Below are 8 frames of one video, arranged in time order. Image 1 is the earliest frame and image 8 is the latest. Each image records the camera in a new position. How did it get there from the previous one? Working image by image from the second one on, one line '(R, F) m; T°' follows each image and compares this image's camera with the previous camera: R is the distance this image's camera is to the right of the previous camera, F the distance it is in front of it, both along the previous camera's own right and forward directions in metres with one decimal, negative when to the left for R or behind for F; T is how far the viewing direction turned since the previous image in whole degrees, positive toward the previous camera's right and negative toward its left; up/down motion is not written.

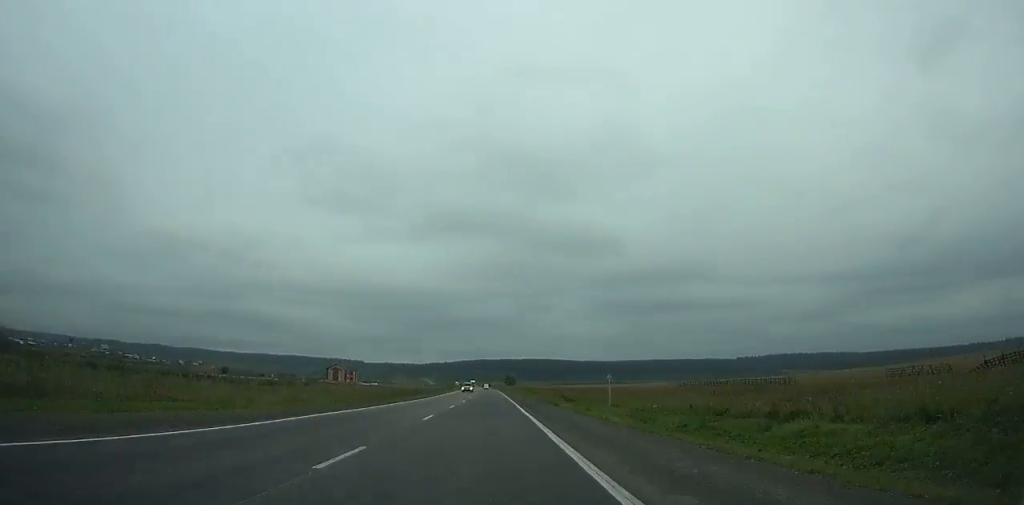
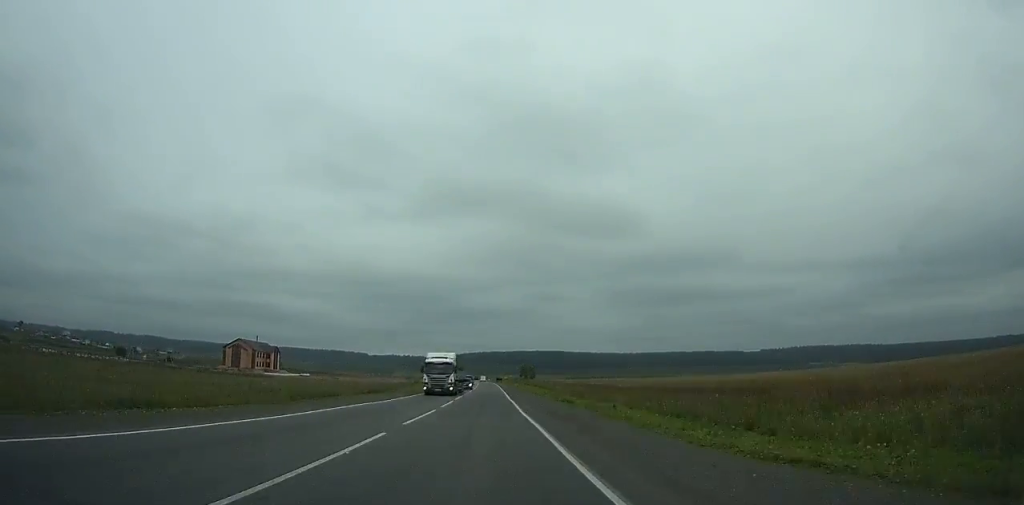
(-0.6, +160.8) m; -1°
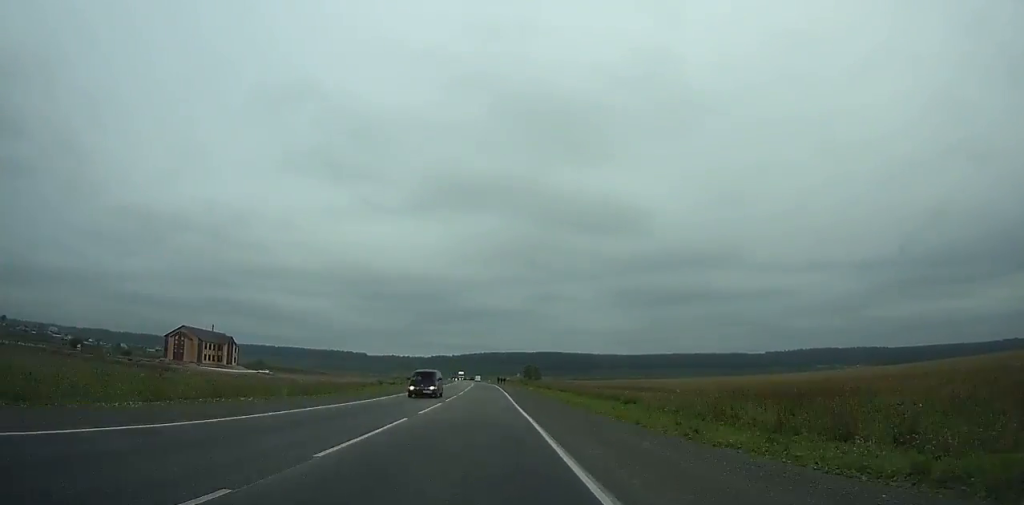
(-0.1, +42.7) m; 0°
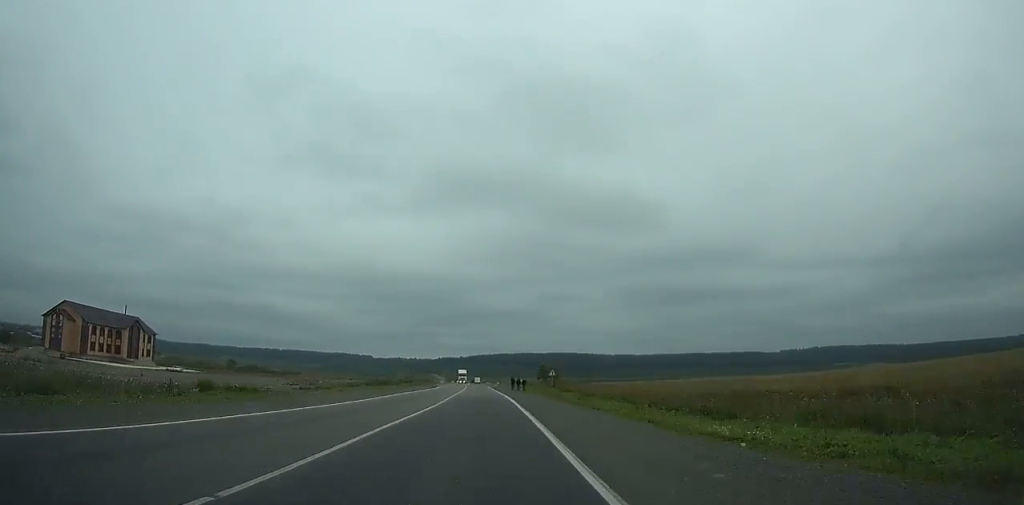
(-0.3, +61.7) m; +2°
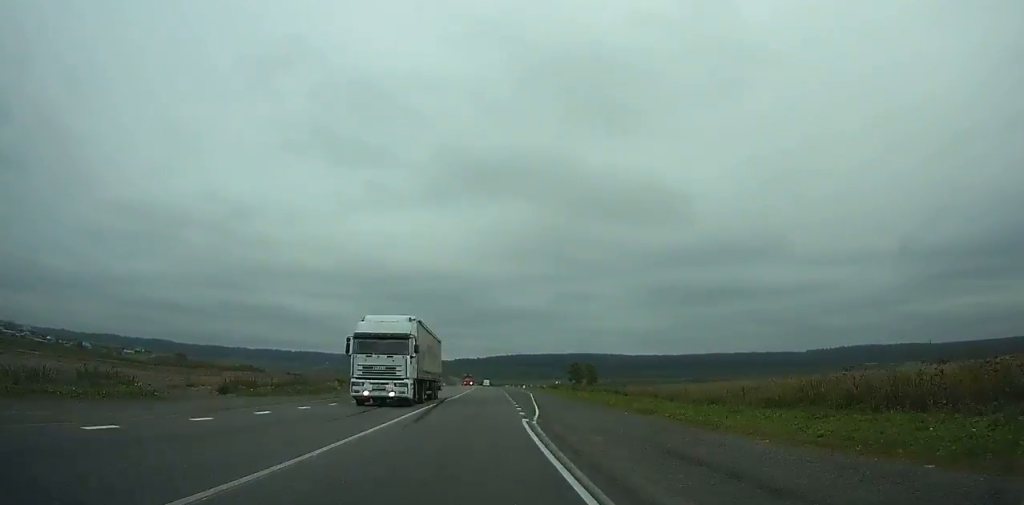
(+2.9, +82.2) m; -5°
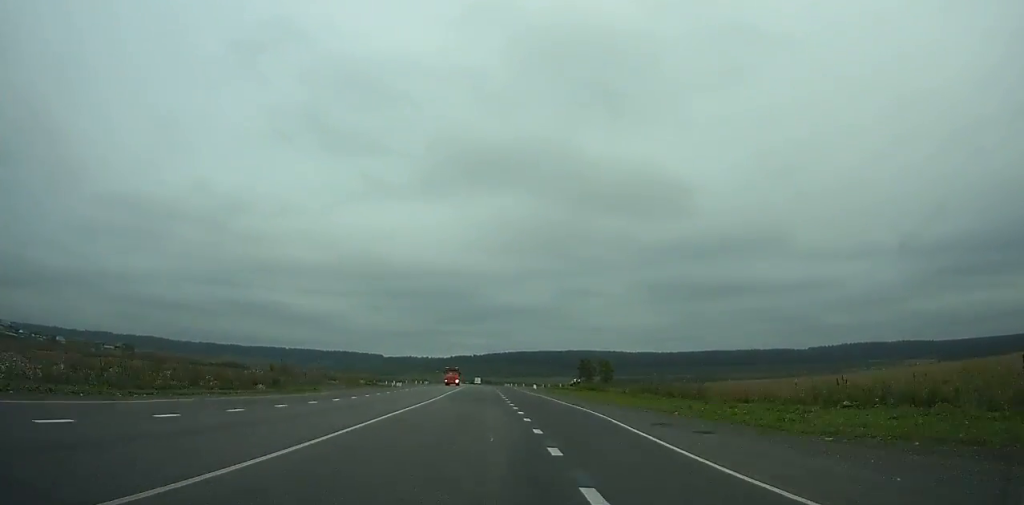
(-4.5, +41.9) m; -3°
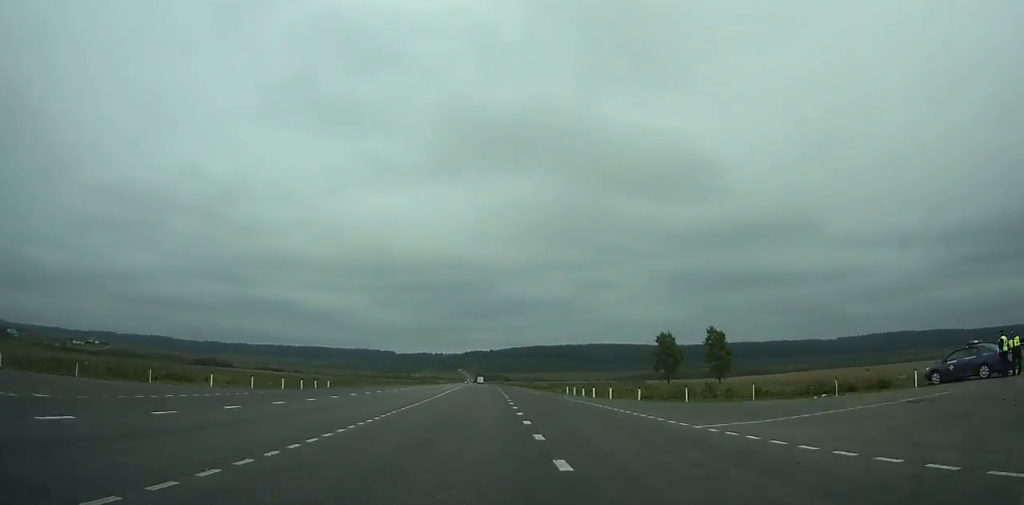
(-2.3, +104.4) m; +1°
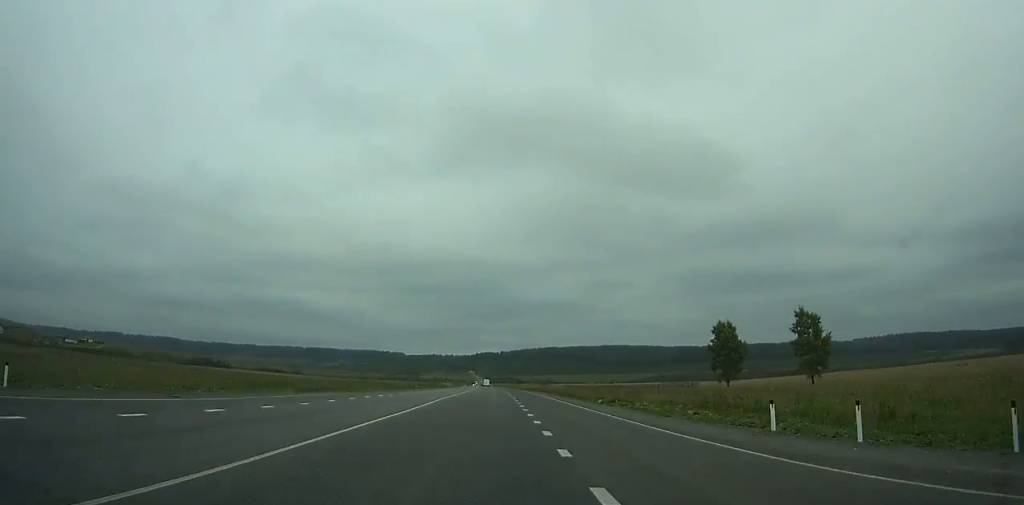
(-0.1, +36.1) m; 0°
